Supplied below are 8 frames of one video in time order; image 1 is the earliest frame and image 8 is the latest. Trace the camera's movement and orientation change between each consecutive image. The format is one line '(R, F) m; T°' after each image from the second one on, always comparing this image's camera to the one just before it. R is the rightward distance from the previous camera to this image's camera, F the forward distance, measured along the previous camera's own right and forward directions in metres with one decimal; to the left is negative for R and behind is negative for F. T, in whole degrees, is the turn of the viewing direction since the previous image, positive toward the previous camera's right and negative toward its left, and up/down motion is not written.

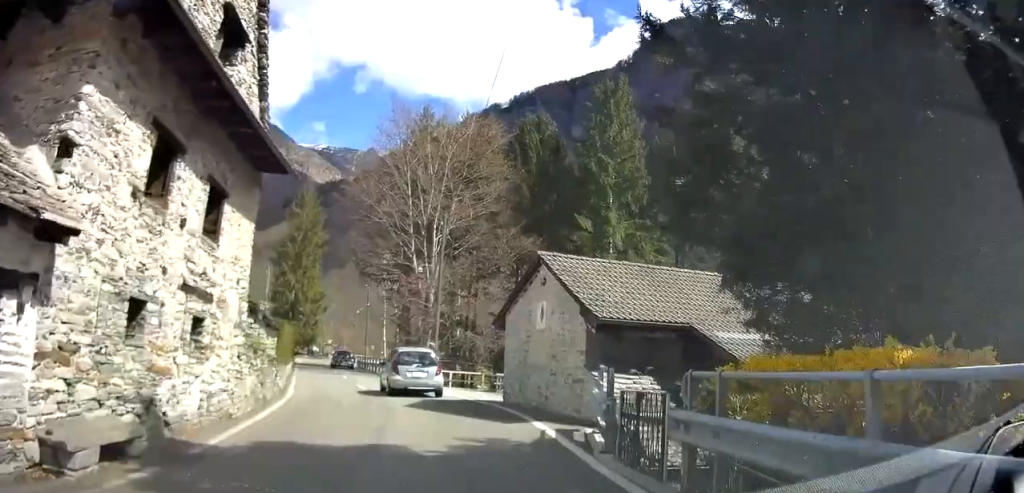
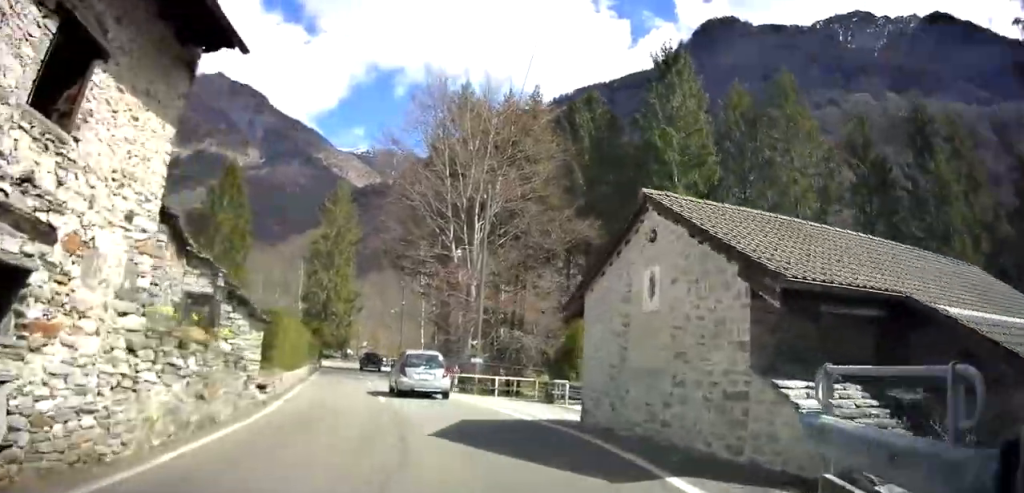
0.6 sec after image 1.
(-0.1, +5.8) m; -1°
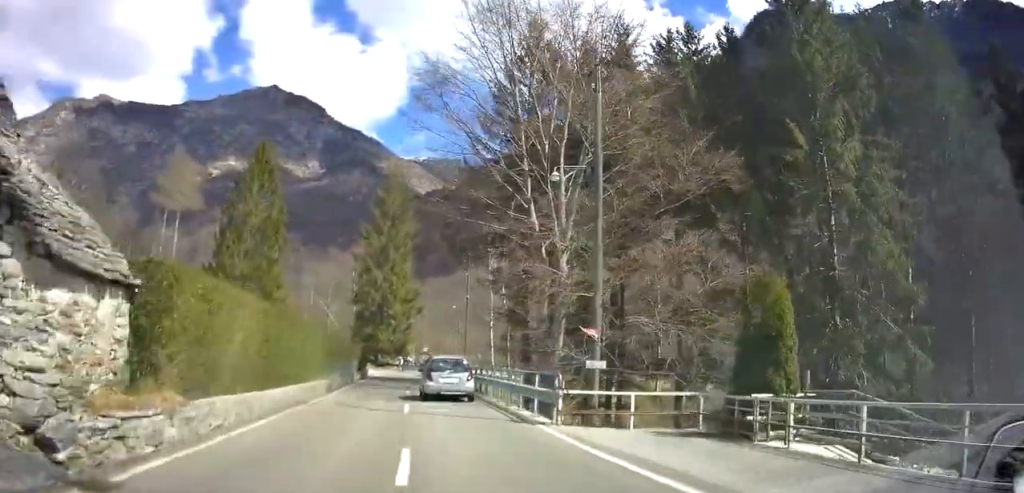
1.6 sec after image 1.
(+0.1, +10.6) m; -3°
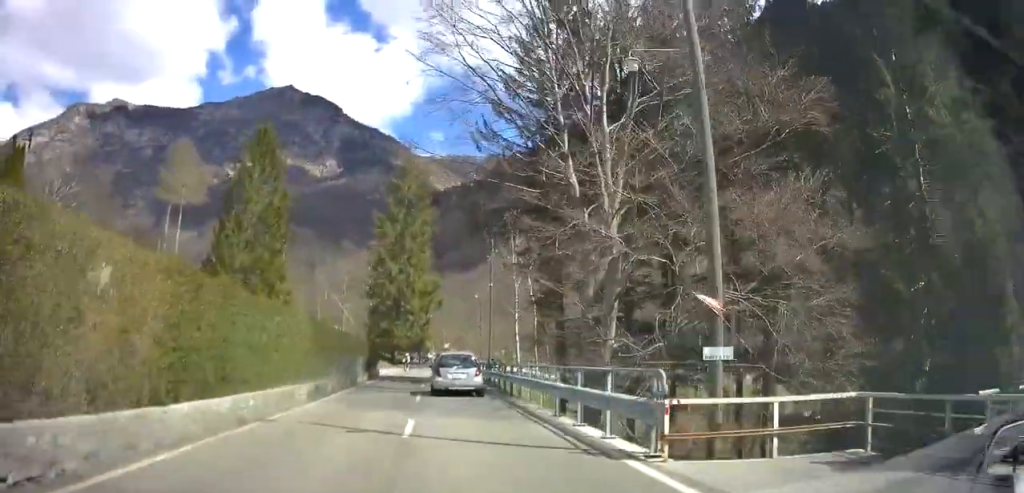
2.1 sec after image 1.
(-0.1, +5.1) m; -3°
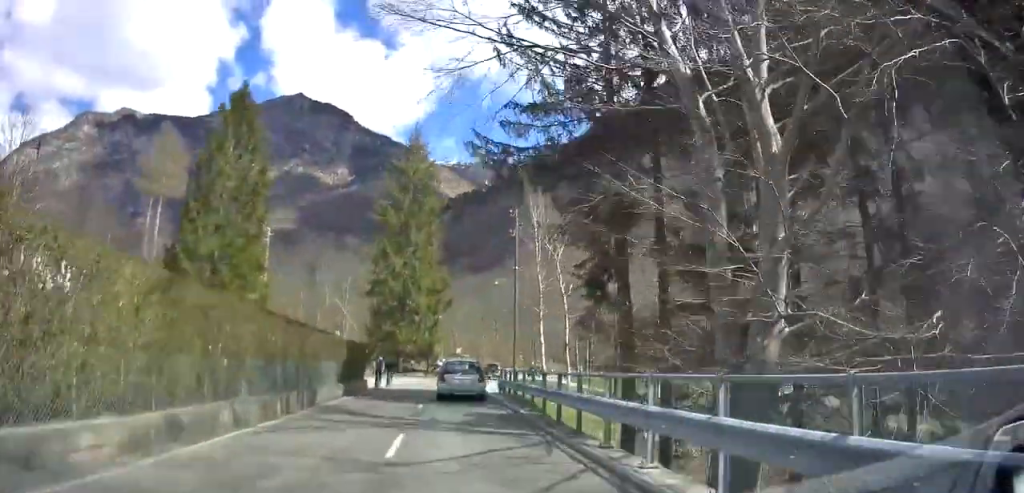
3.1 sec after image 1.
(-0.5, +9.9) m; -4°
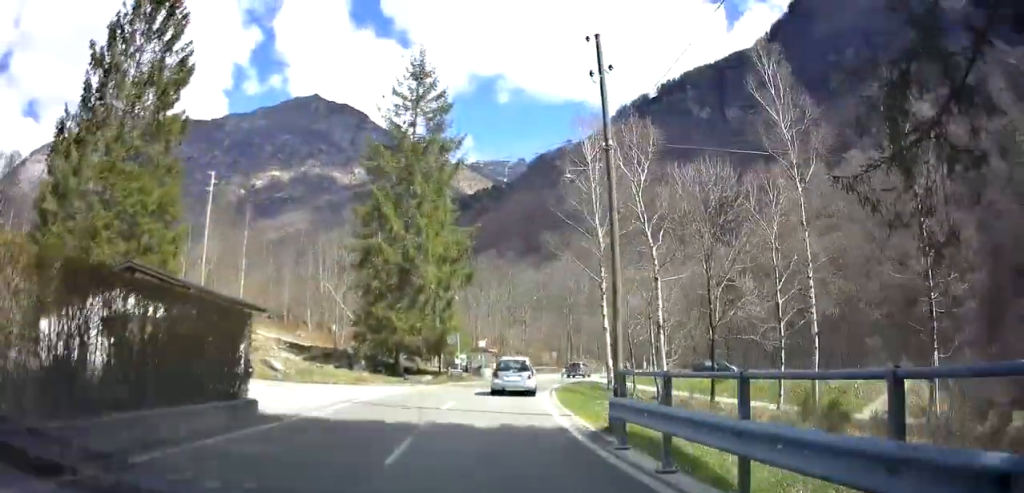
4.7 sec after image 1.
(-0.9, +17.8) m; -4°
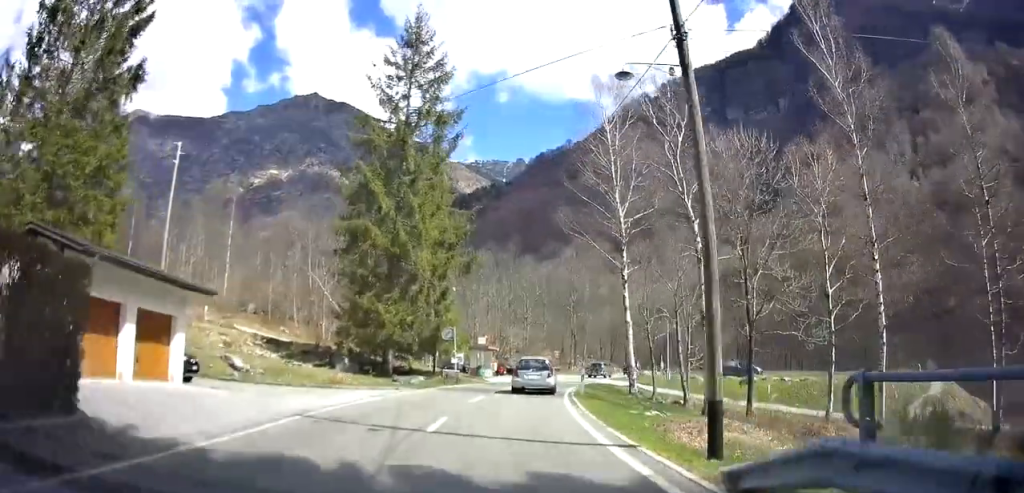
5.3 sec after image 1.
(-0.2, +5.9) m; 0°
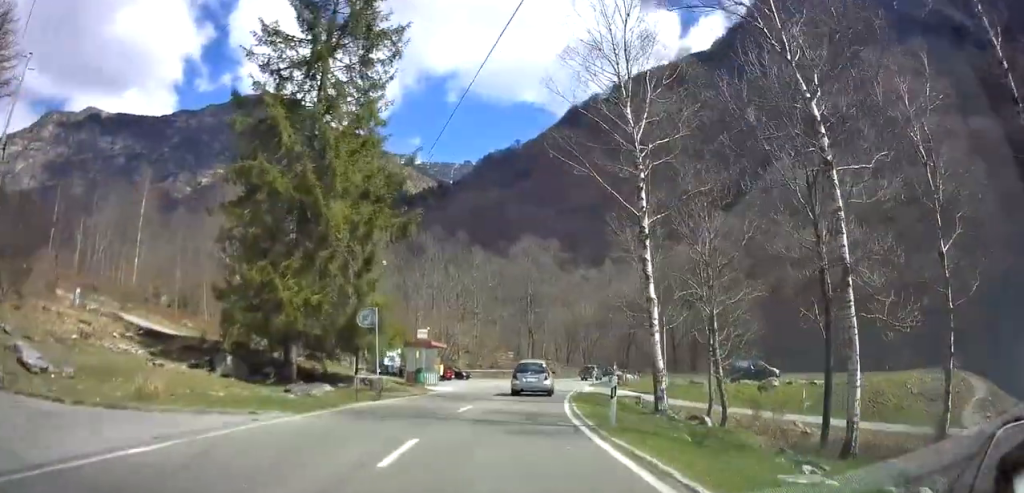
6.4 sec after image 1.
(+0.5, +12.5) m; +5°
